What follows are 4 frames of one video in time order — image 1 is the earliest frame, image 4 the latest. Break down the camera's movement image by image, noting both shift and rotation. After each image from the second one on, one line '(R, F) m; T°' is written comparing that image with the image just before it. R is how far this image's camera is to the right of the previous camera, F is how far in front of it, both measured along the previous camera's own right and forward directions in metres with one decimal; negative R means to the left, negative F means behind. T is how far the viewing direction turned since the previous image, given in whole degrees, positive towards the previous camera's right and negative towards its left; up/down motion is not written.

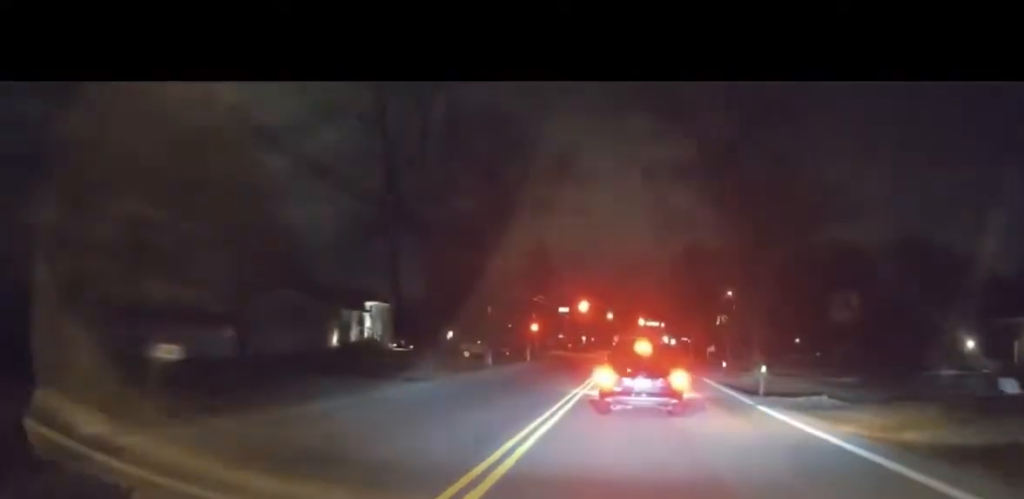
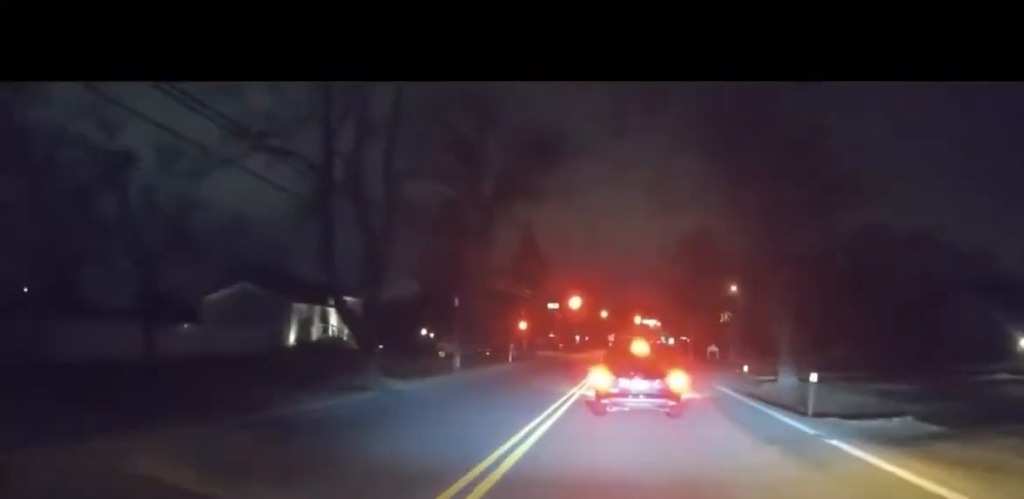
(+0.1, +6.1) m; +1°
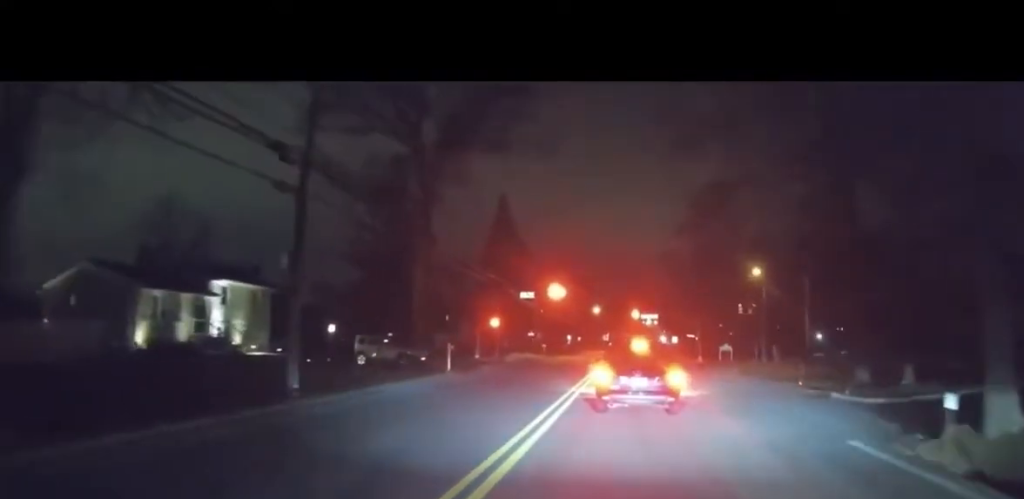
(-0.4, +15.4) m; -2°
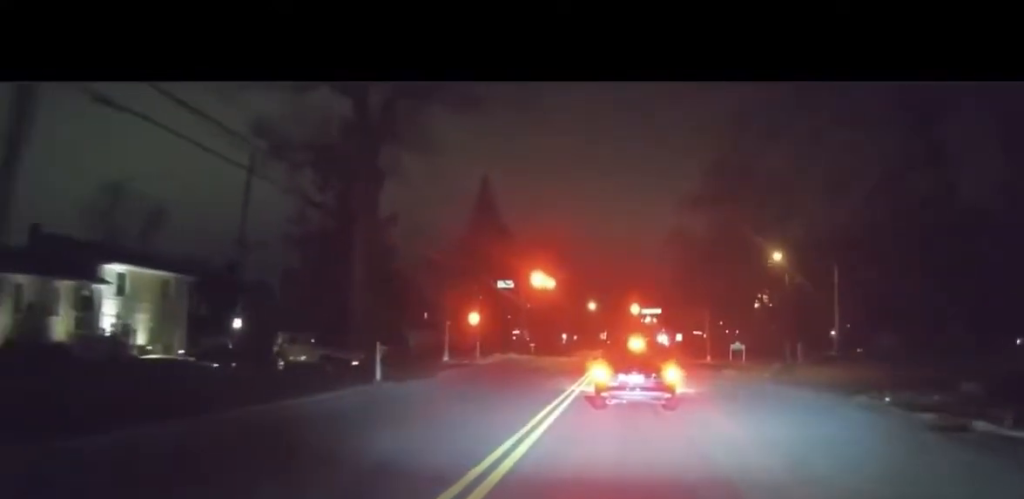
(0.0, +9.4) m; +1°
